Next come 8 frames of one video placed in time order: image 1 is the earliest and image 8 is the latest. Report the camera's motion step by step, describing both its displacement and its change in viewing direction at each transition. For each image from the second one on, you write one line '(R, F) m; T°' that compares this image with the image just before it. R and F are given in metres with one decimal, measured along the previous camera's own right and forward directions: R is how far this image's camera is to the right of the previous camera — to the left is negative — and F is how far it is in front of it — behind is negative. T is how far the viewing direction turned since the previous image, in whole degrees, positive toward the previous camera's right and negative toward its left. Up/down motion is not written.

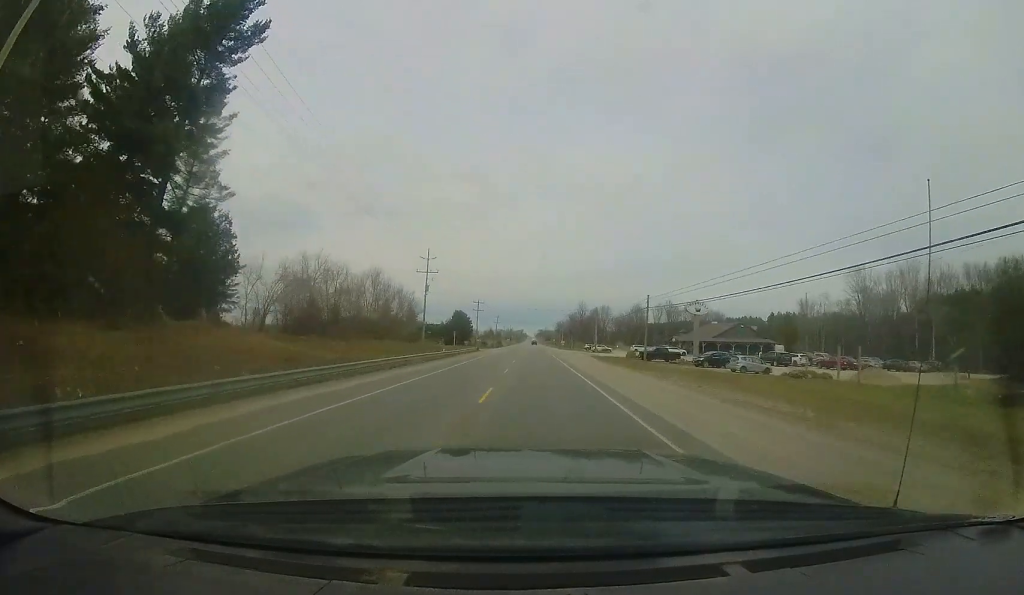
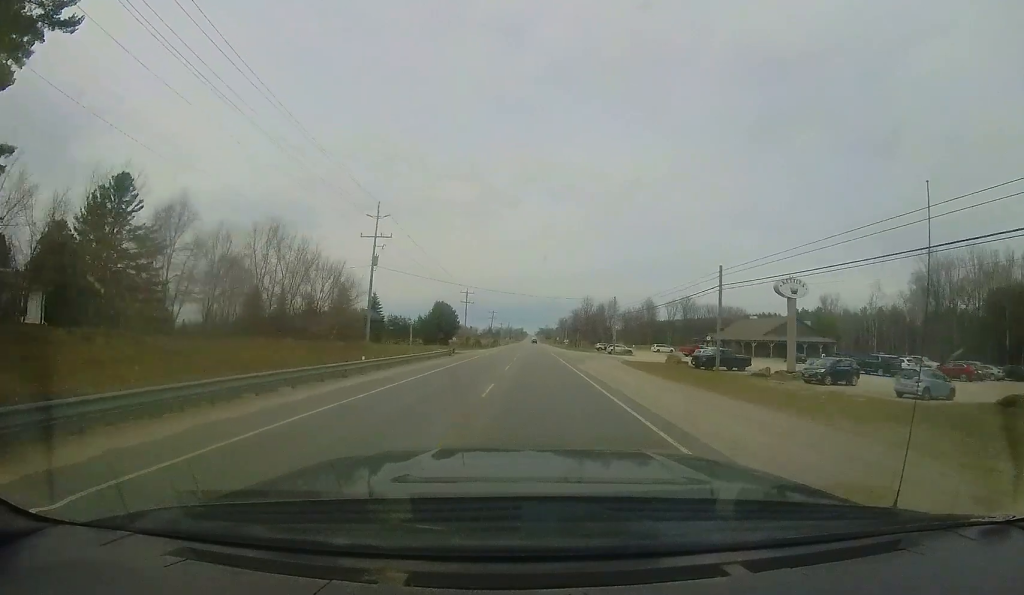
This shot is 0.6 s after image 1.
(0.0, +17.2) m; 0°
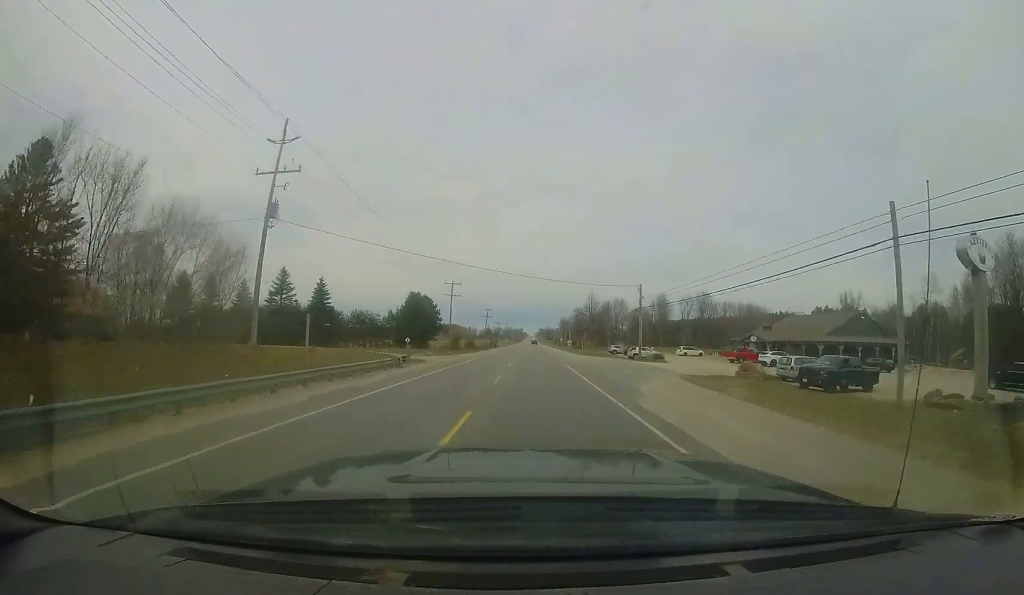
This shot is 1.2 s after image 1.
(-0.1, +14.4) m; 0°
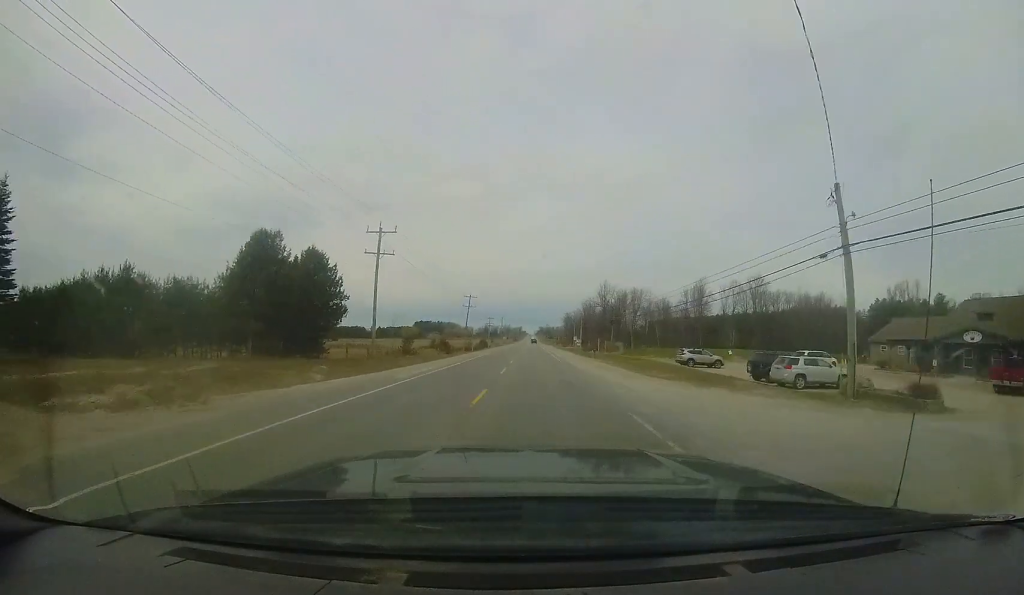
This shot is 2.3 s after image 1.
(+0.4, +31.5) m; 0°
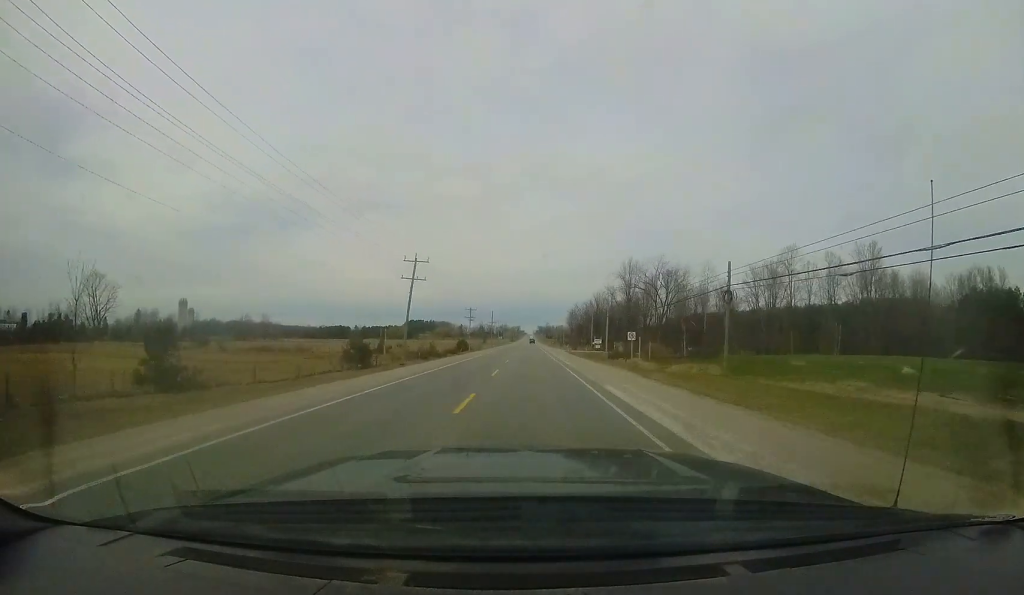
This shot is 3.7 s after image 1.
(-0.8, +37.0) m; -2°
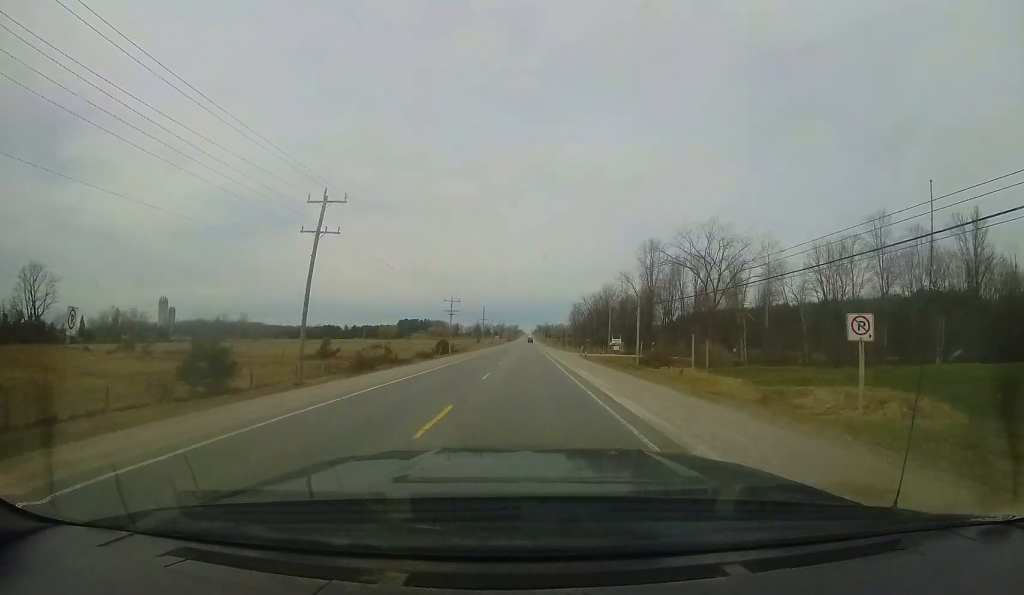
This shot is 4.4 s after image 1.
(-0.2, +19.9) m; 0°
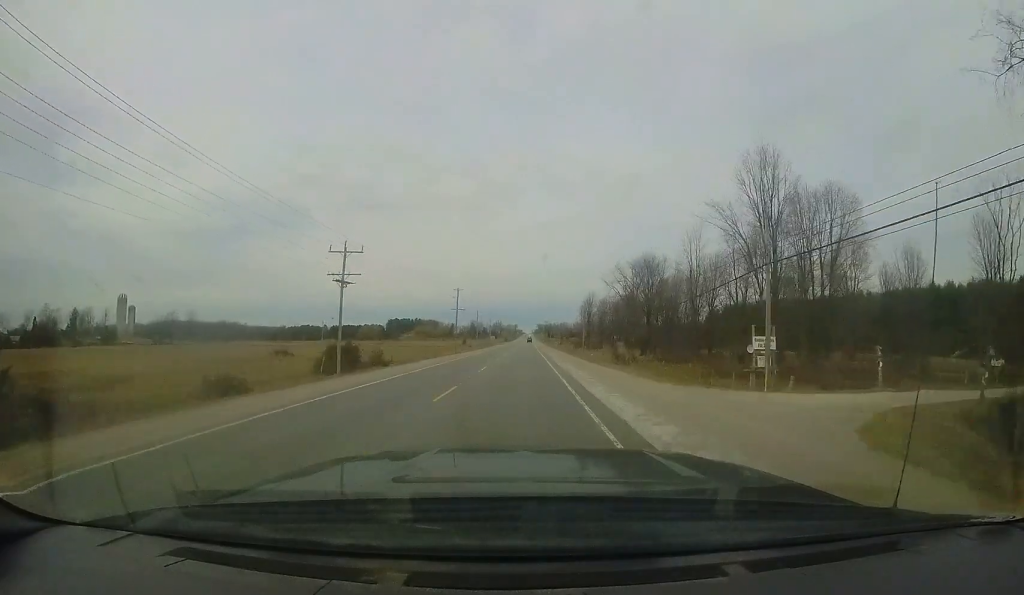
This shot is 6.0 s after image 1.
(+0.6, +41.6) m; +1°
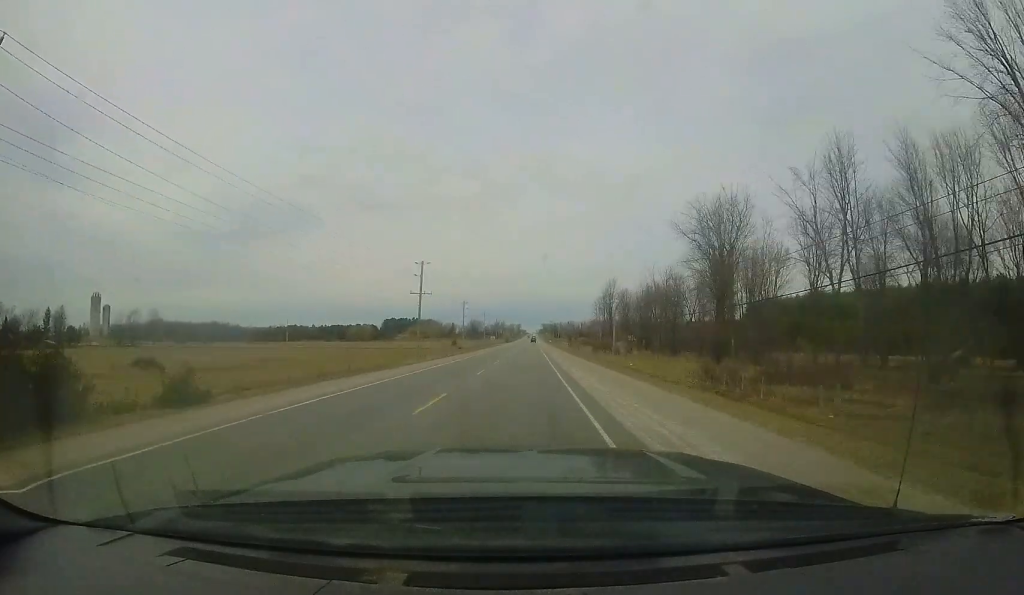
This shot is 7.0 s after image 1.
(-0.1, +28.0) m; -1°
